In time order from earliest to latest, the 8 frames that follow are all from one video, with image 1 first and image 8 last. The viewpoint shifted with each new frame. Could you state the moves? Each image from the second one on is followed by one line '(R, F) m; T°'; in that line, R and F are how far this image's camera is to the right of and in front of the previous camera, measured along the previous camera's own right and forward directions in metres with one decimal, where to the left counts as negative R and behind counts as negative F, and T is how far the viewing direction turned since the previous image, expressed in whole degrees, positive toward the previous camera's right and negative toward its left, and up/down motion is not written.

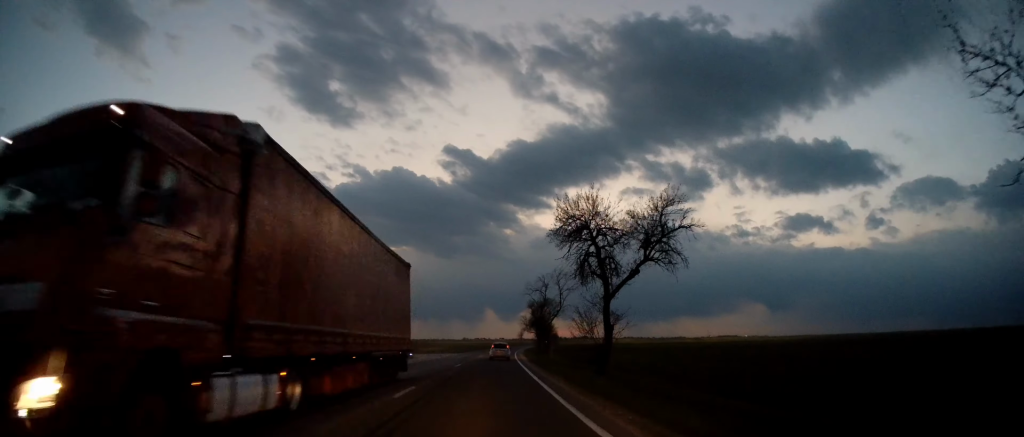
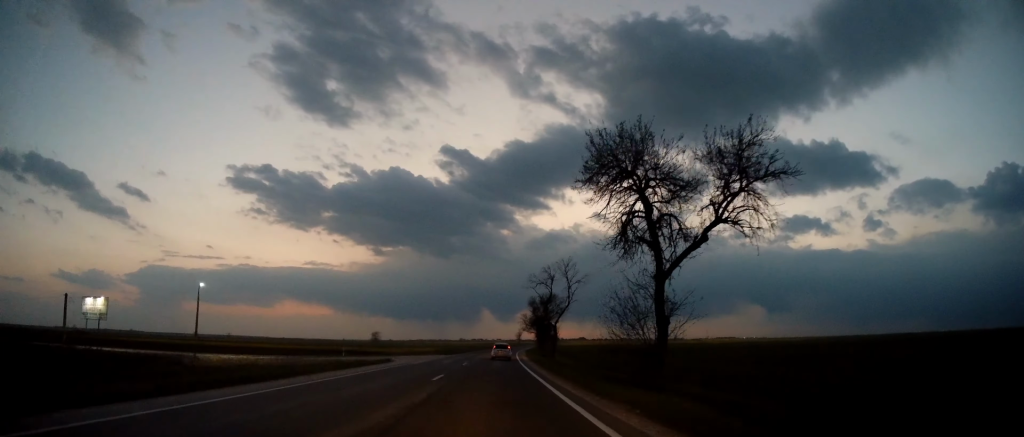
(-0.1, +10.4) m; 0°
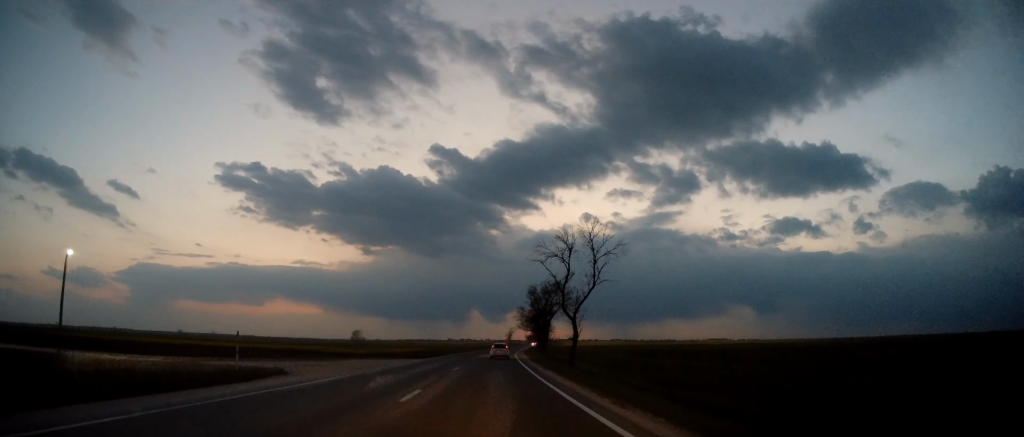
(0.0, +21.7) m; +1°
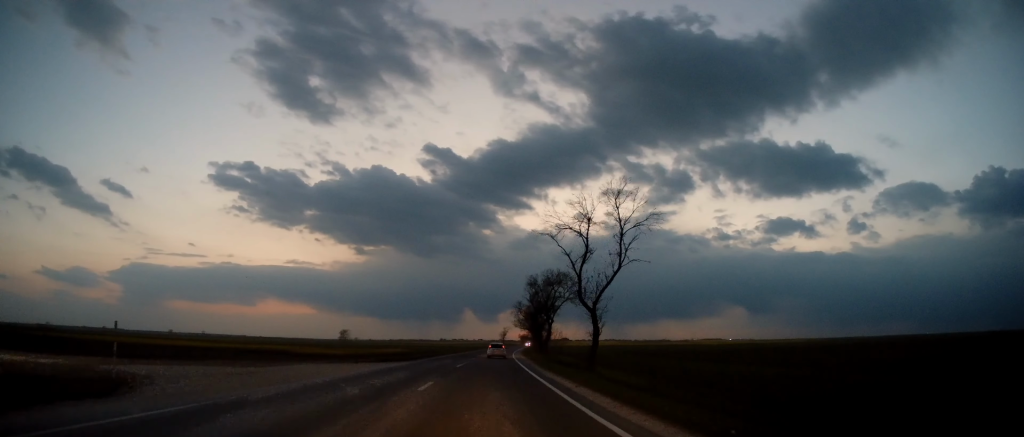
(-0.1, +11.3) m; +1°
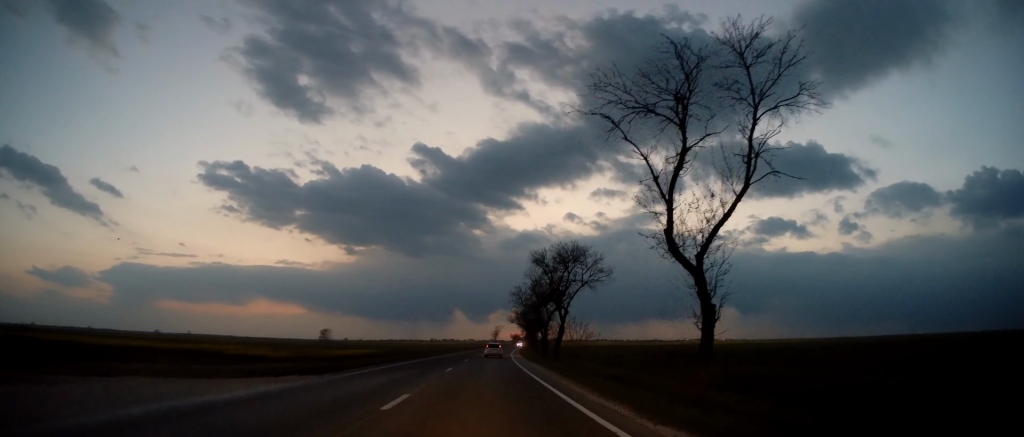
(+0.3, +19.5) m; +1°
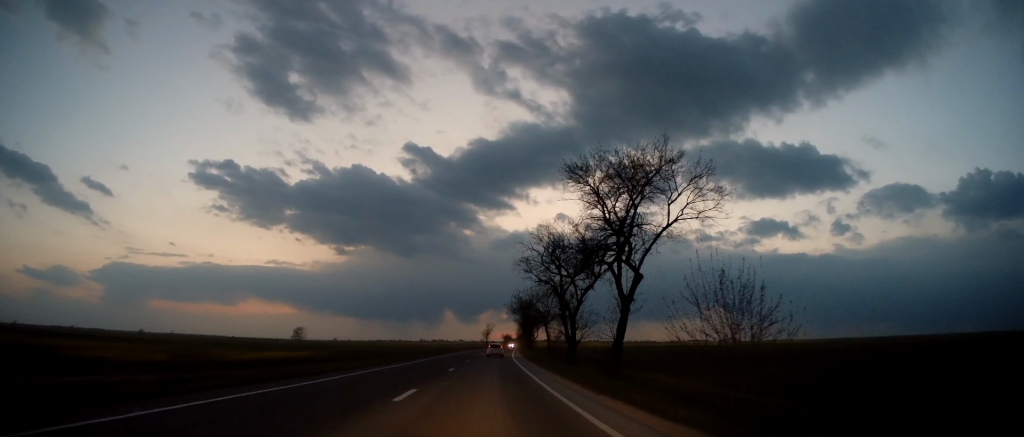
(+0.2, +27.0) m; +1°
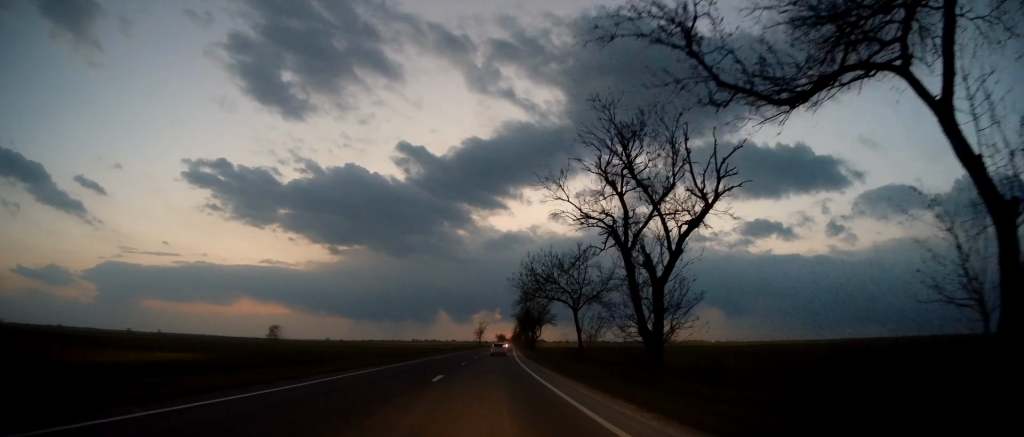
(+0.3, +22.3) m; +1°
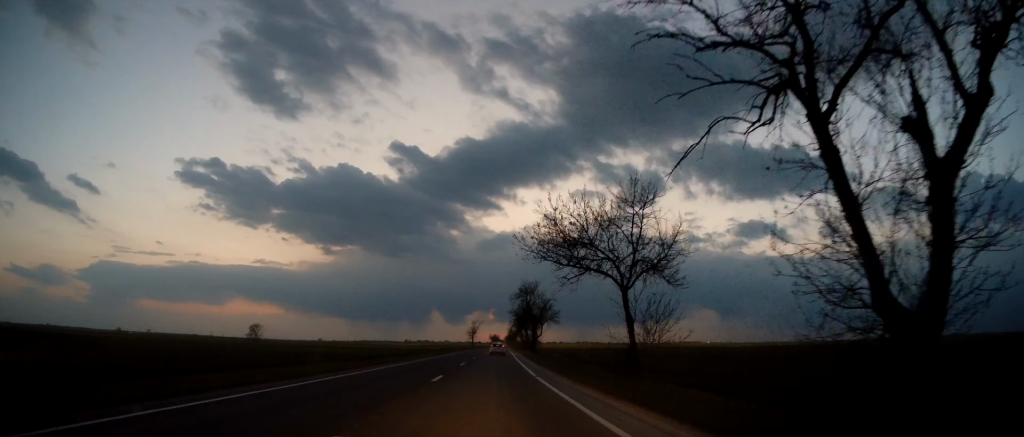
(+0.1, +14.1) m; +1°
